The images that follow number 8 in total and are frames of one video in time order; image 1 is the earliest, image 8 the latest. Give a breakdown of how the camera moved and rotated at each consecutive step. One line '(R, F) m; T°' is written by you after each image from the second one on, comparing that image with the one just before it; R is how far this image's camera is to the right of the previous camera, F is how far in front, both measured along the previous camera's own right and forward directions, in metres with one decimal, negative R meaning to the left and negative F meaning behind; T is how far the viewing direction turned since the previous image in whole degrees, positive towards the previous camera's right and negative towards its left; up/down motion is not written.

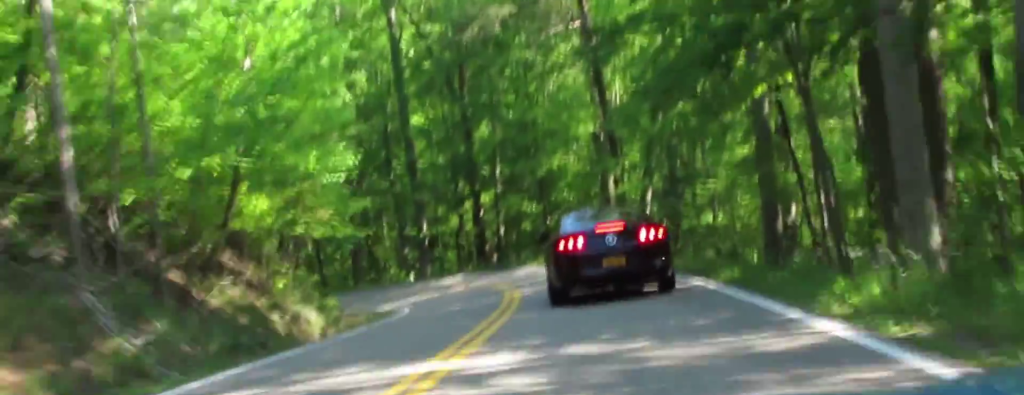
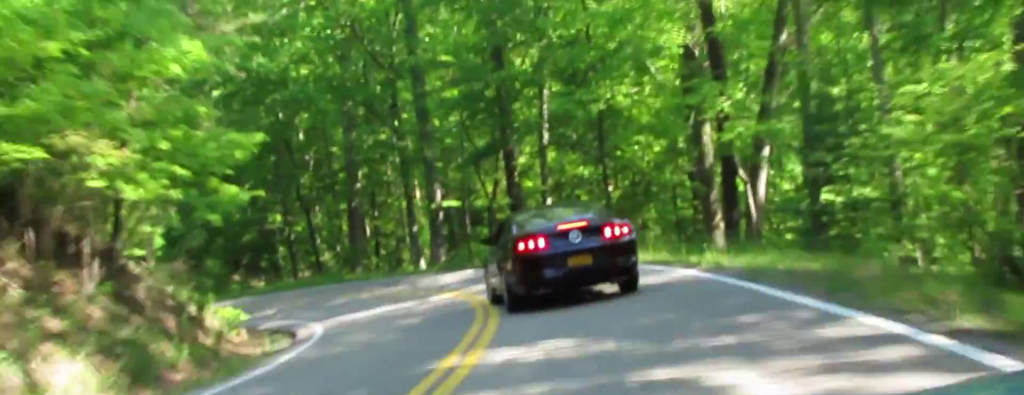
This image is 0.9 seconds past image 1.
(-2.1, +9.9) m; -24°
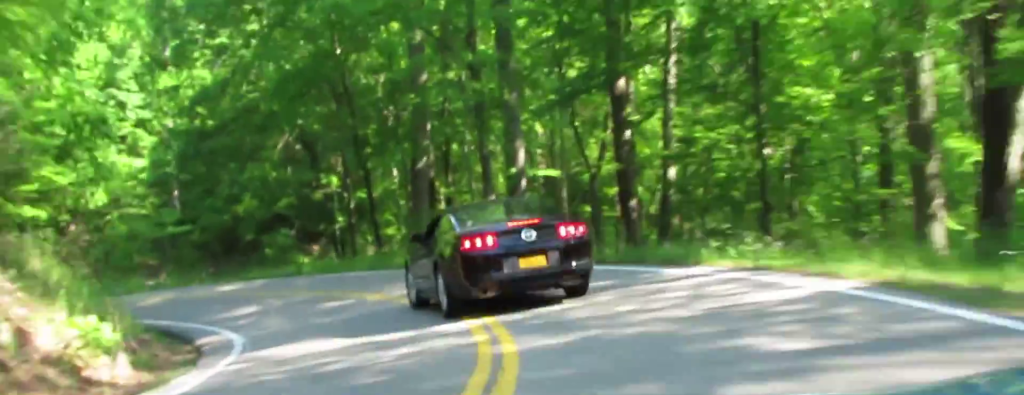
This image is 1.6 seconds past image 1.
(-1.2, +6.8) m; -13°
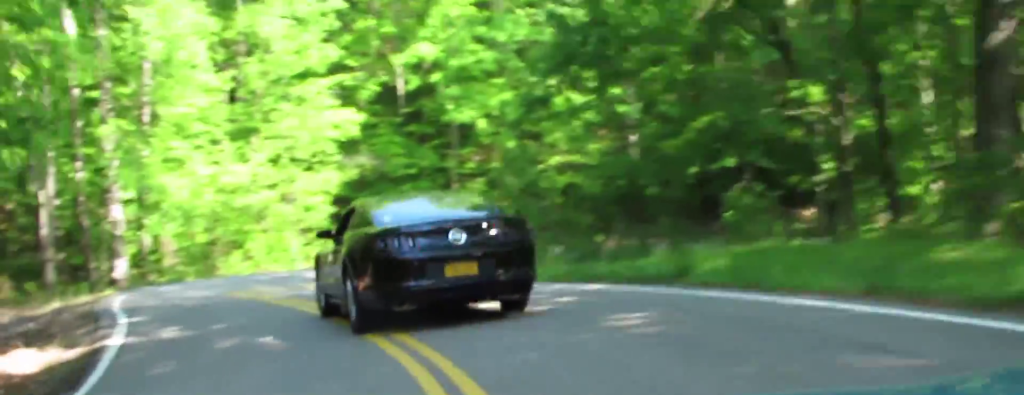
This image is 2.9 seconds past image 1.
(-0.8, +14.8) m; +5°
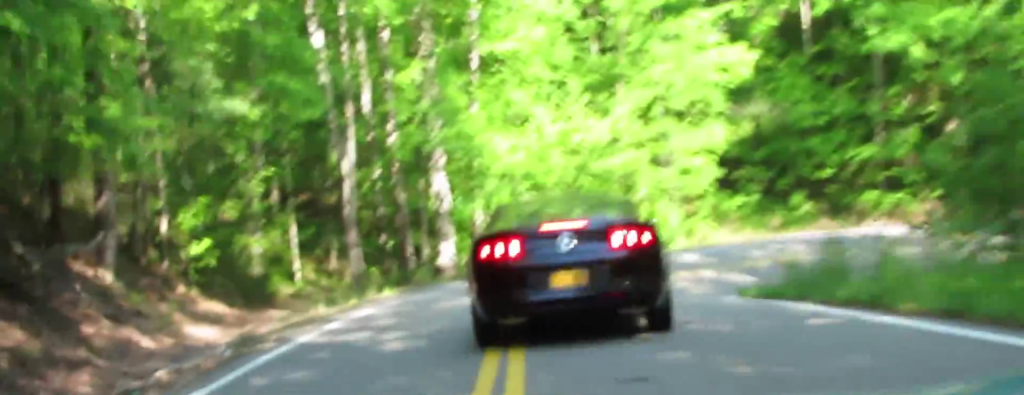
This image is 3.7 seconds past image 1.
(+1.1, +11.0) m; +17°
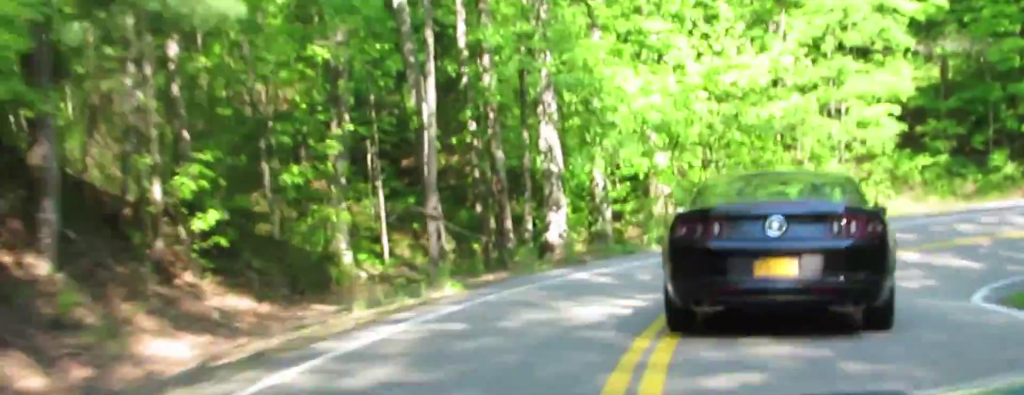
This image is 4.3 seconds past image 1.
(-0.3, +8.8) m; +16°
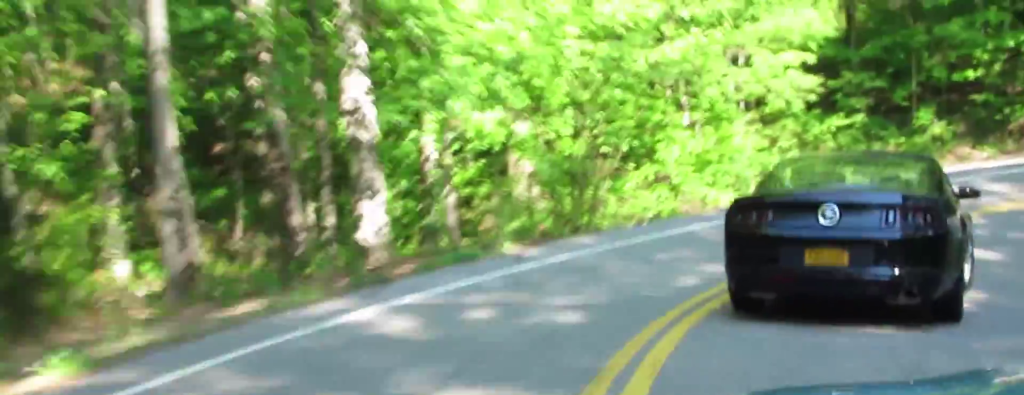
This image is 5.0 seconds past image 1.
(+3.1, +10.4) m; +27°
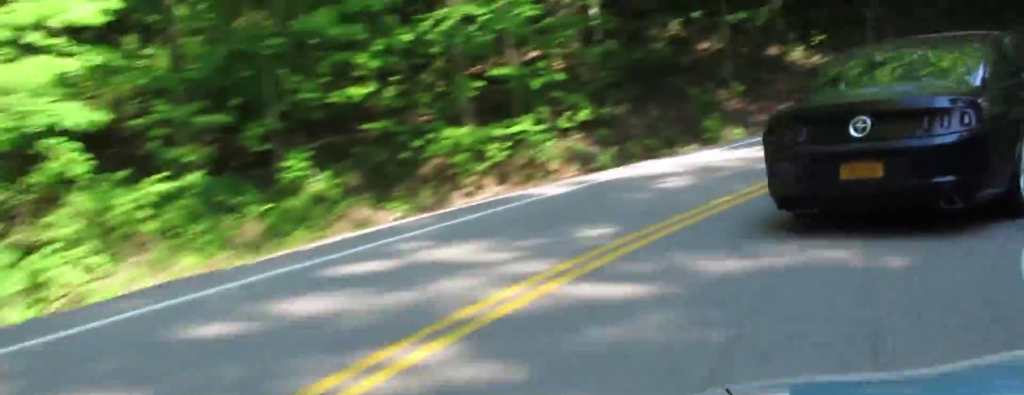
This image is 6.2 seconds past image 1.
(+8.2, +21.2) m; +29°
